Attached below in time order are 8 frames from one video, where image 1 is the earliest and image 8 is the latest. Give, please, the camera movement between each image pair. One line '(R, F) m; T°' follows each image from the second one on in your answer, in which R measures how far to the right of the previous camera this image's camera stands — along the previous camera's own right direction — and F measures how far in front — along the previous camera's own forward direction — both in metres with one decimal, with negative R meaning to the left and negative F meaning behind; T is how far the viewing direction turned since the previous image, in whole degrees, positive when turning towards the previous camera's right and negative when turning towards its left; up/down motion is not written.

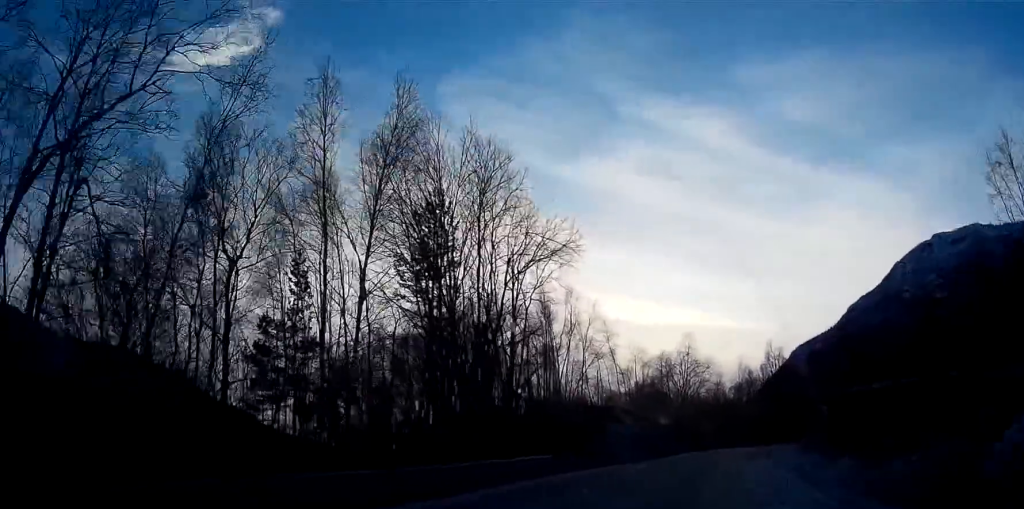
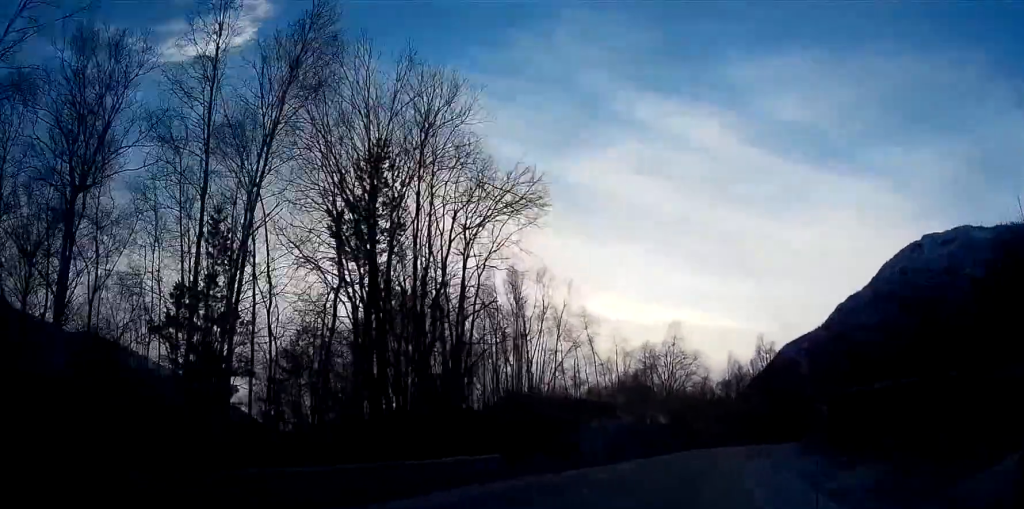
(-0.1, +5.7) m; +1°
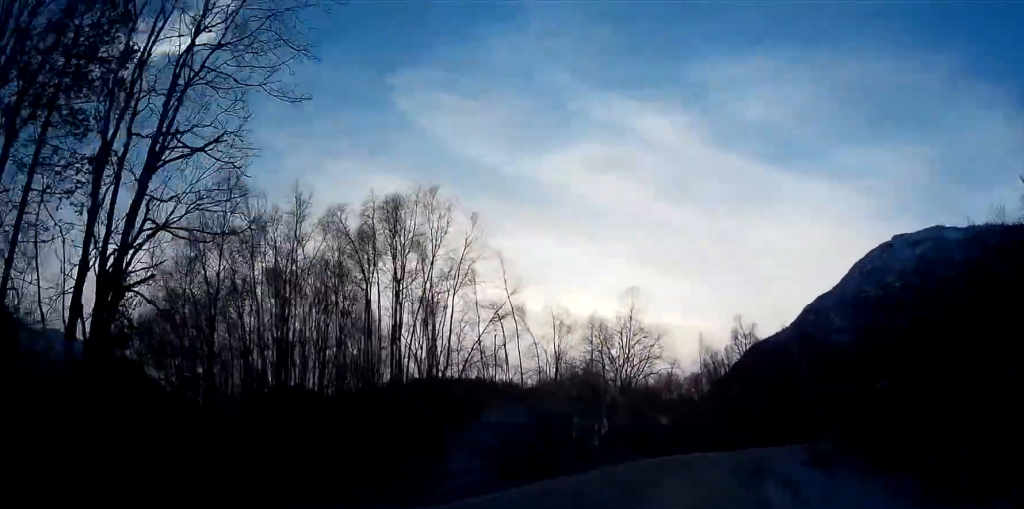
(+0.6, +15.9) m; +3°
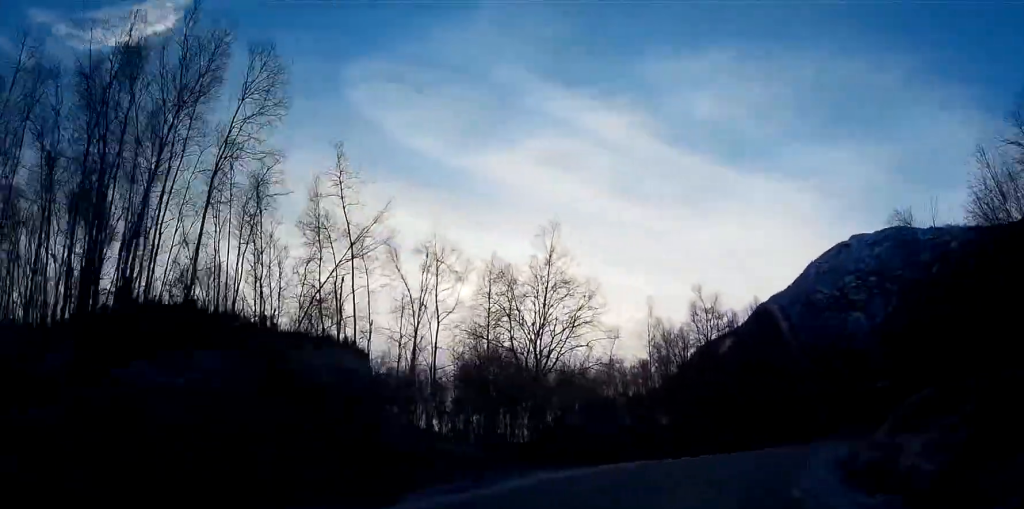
(+0.4, +15.8) m; +5°
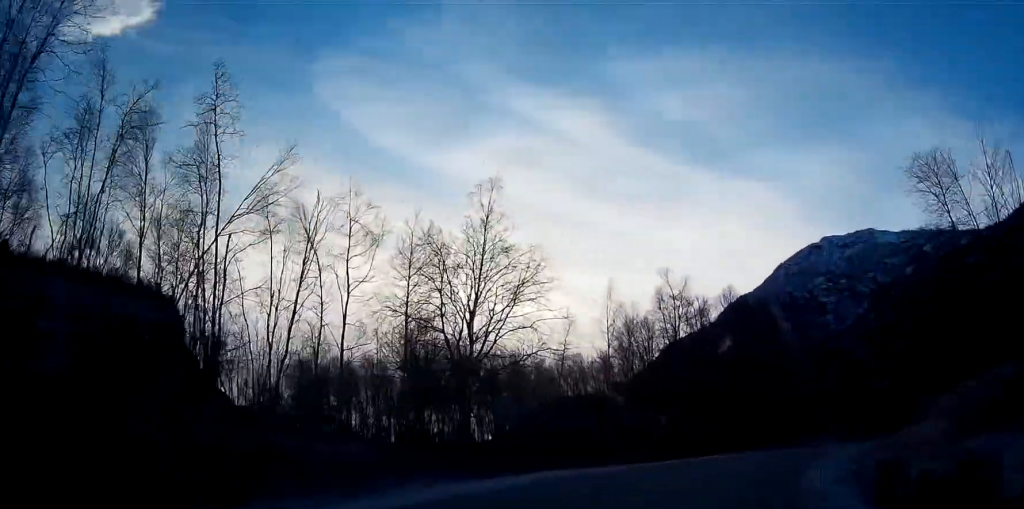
(+0.1, +6.6) m; +3°
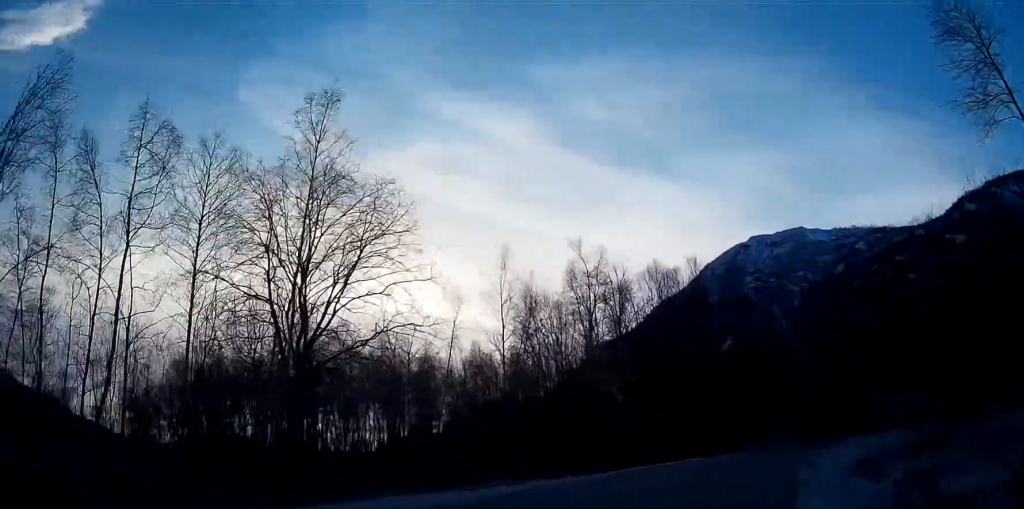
(+0.4, +9.6) m; +5°
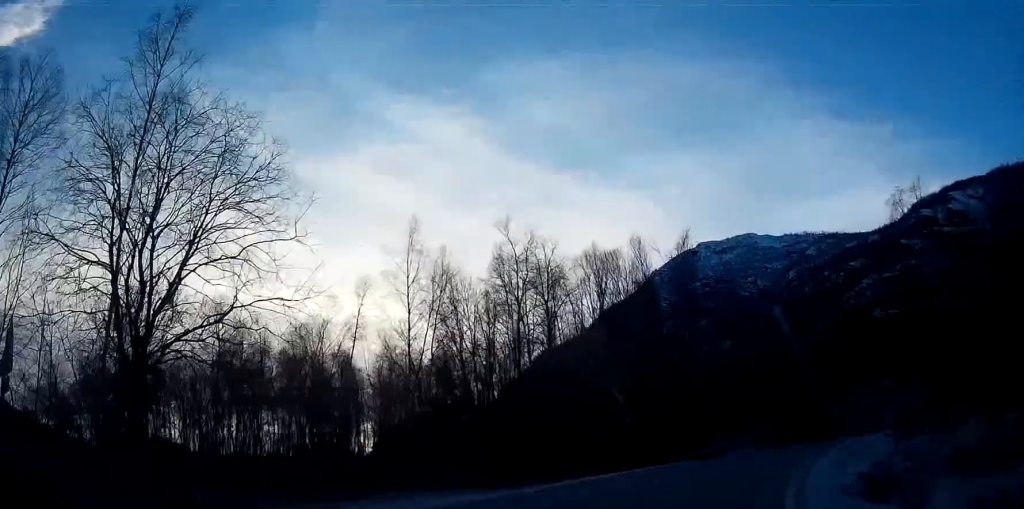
(+0.2, +6.1) m; +3°
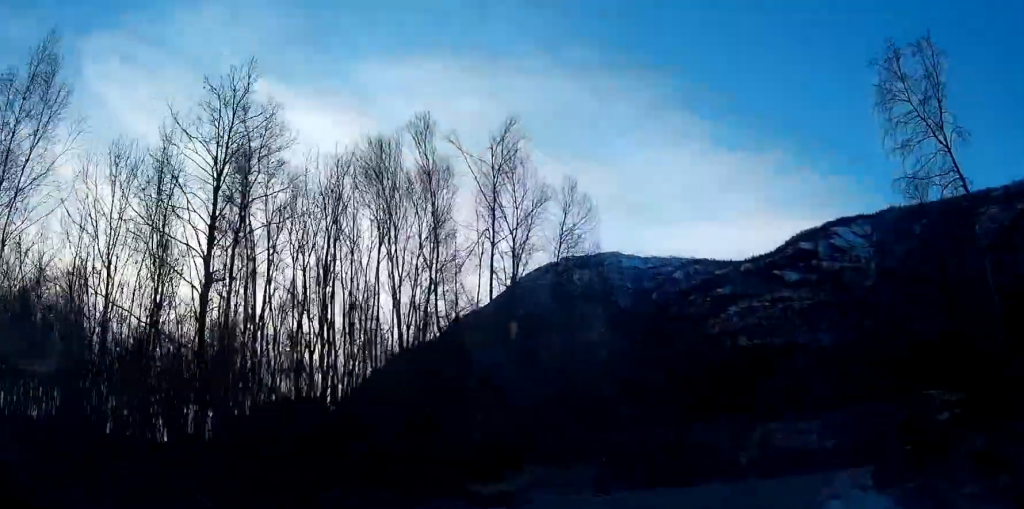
(+1.1, +16.2) m; +12°
